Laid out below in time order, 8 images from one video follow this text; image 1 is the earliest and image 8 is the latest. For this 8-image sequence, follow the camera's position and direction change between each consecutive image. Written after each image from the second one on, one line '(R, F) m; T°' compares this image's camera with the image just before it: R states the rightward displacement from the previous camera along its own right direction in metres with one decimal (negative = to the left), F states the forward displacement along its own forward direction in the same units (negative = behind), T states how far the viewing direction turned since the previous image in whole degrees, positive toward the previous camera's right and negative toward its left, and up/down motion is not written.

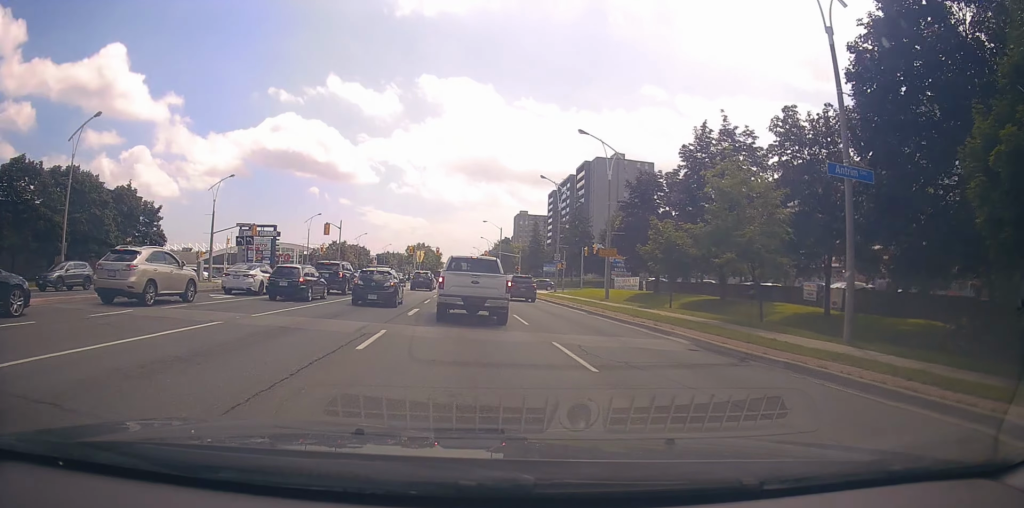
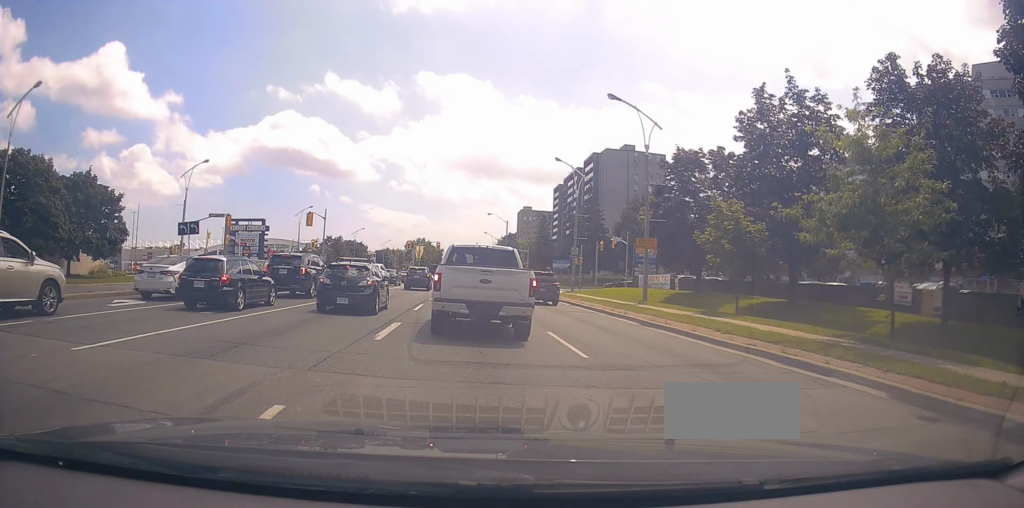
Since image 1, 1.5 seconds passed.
(-0.5, +9.8) m; -2°
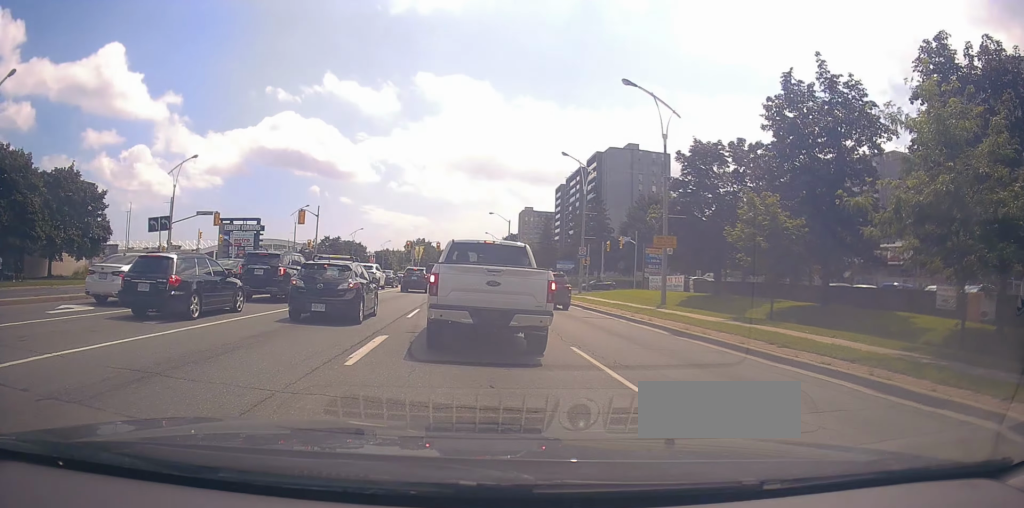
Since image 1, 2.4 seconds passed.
(+0.1, +4.5) m; +3°
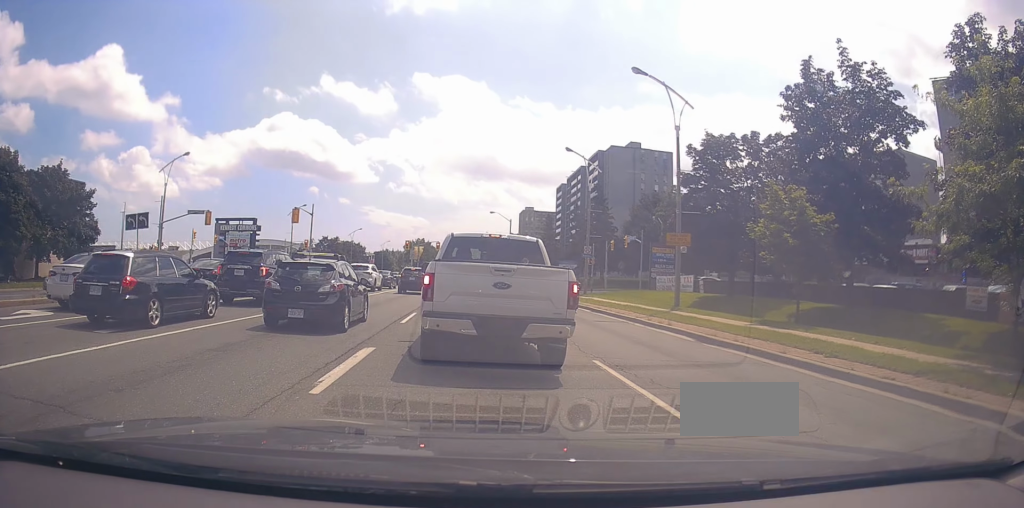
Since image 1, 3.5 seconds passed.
(+0.1, +4.4) m; +4°
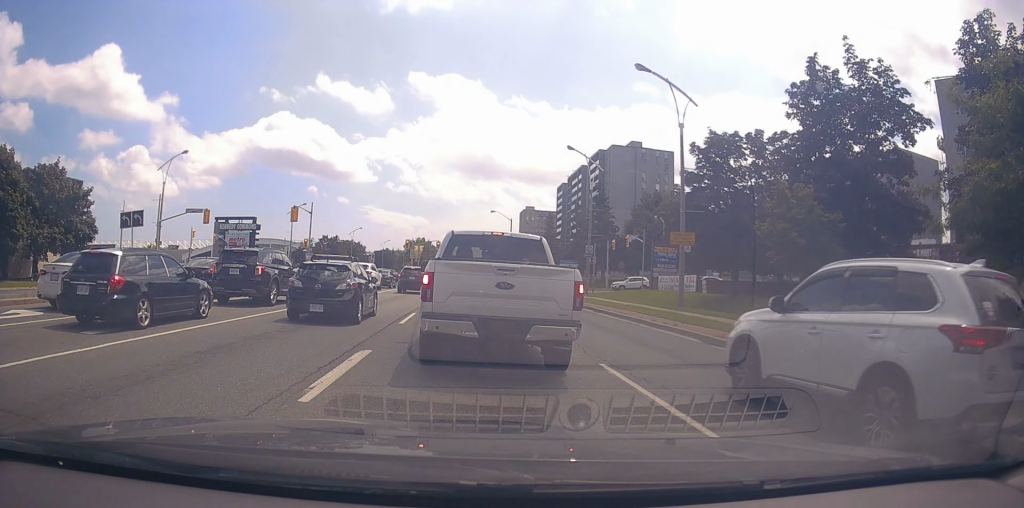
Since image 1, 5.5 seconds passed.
(+0.1, +2.4) m; +3°
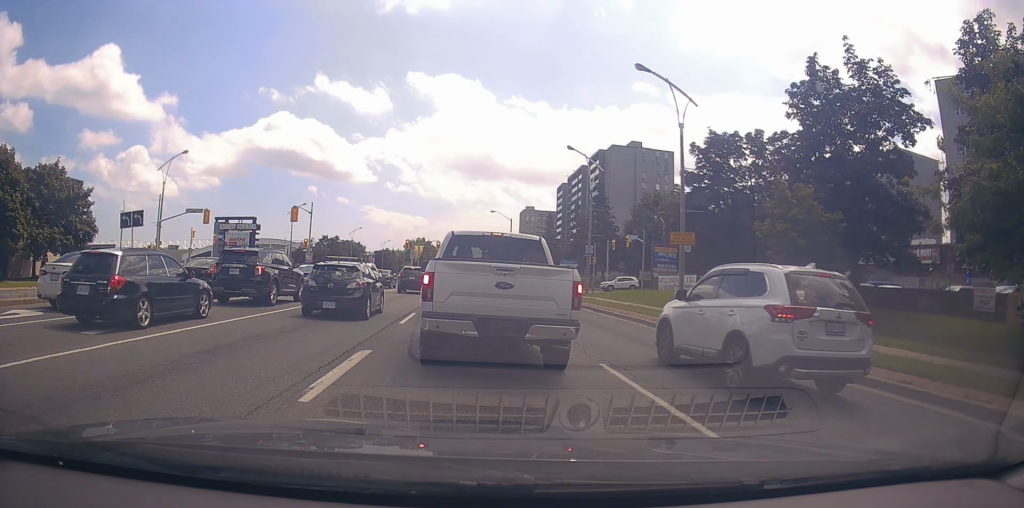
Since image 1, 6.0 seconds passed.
(-0.2, +0.1) m; 0°
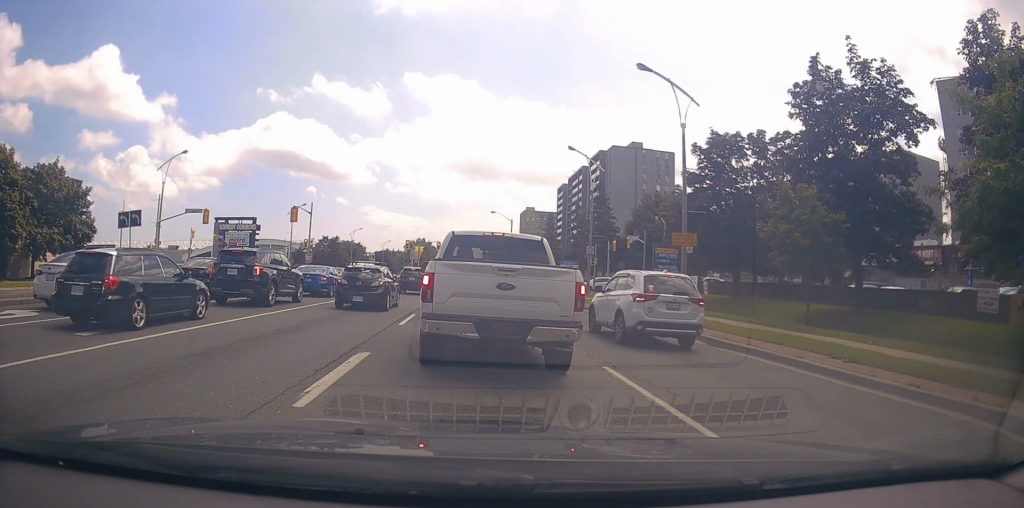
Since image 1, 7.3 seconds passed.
(-0.2, 0.0) m; 0°
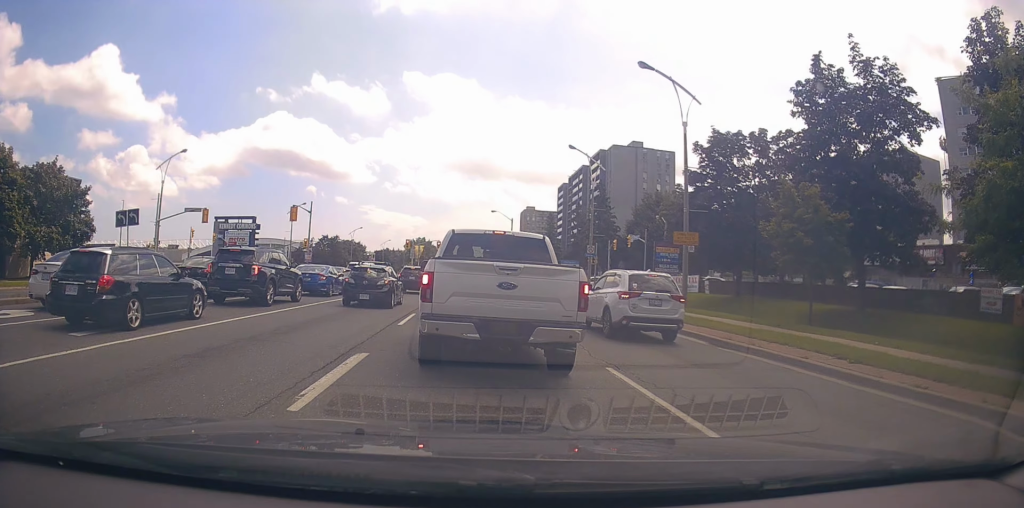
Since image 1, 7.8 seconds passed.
(0.0, 0.0) m; 0°
